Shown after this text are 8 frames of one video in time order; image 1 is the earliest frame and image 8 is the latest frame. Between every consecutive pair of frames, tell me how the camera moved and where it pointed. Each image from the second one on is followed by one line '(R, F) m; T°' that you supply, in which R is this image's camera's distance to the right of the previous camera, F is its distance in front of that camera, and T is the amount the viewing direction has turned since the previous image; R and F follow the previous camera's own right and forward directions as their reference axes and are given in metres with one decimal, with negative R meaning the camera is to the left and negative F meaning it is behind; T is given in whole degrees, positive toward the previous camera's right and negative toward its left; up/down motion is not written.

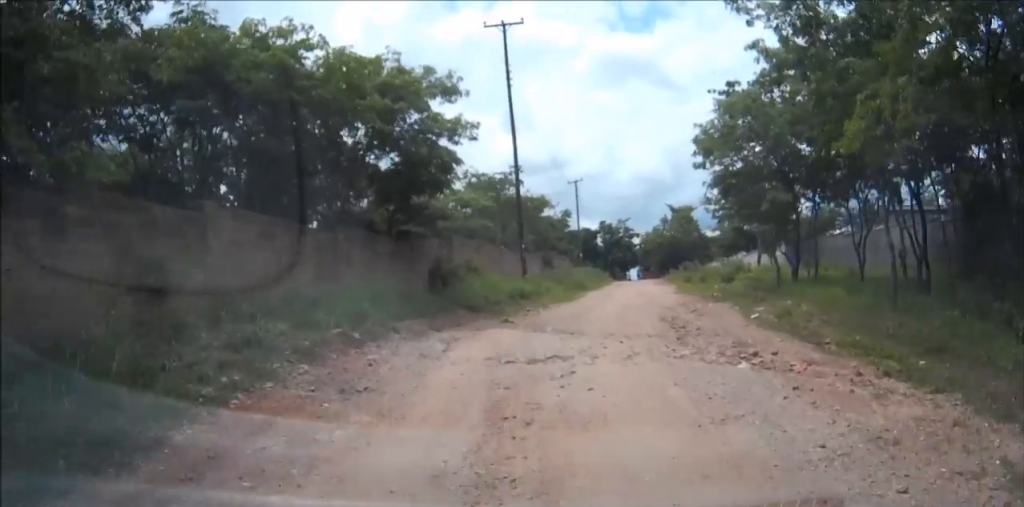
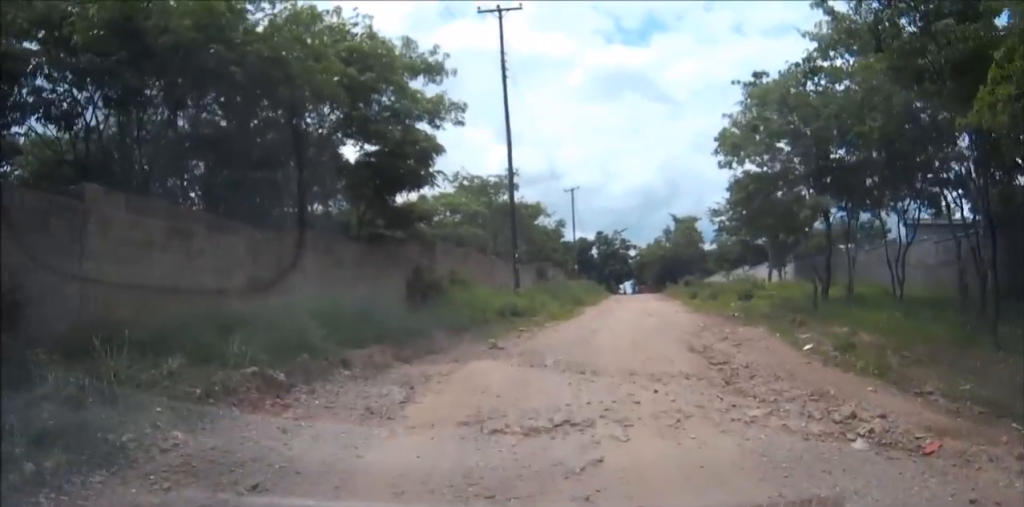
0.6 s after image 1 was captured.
(0.0, +3.0) m; -1°
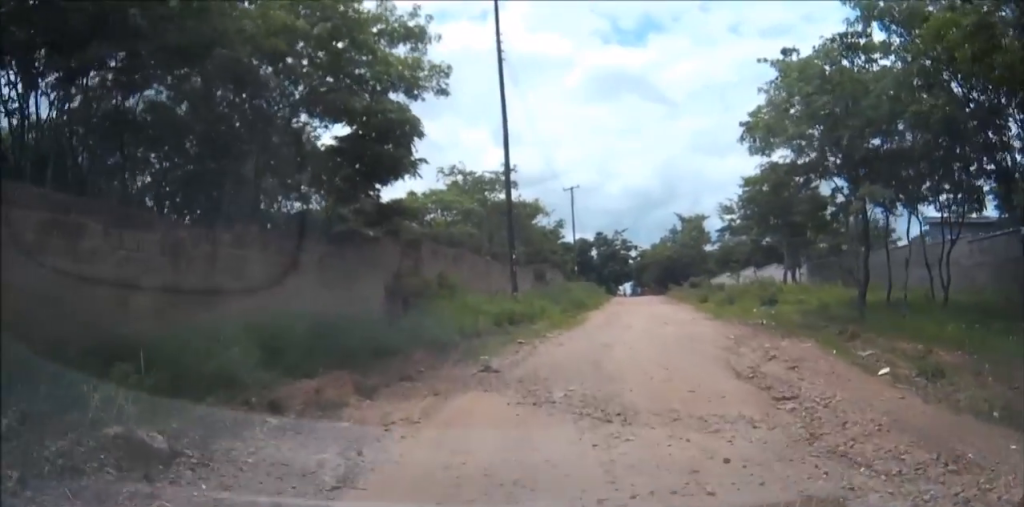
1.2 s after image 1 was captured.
(0.0, +2.7) m; -1°
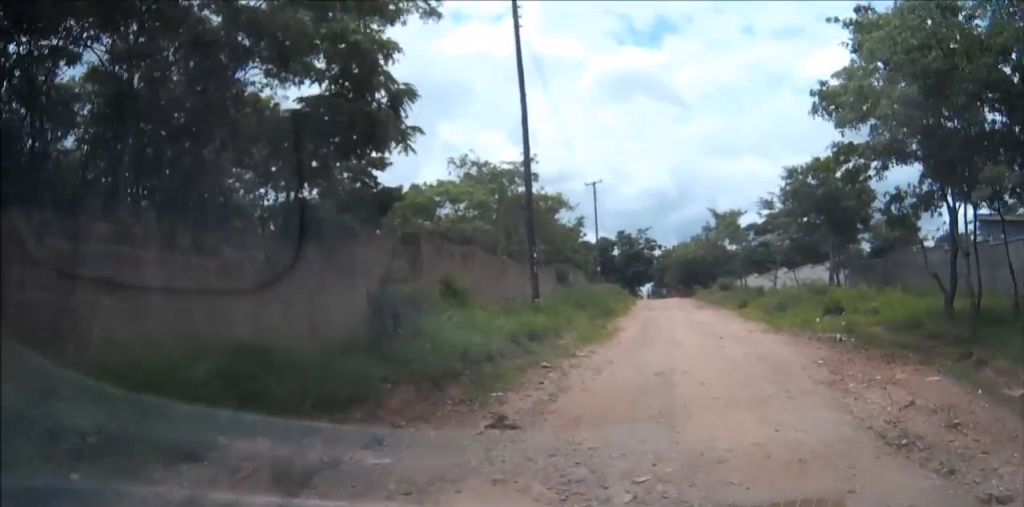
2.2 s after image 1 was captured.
(-0.1, +3.6) m; 0°
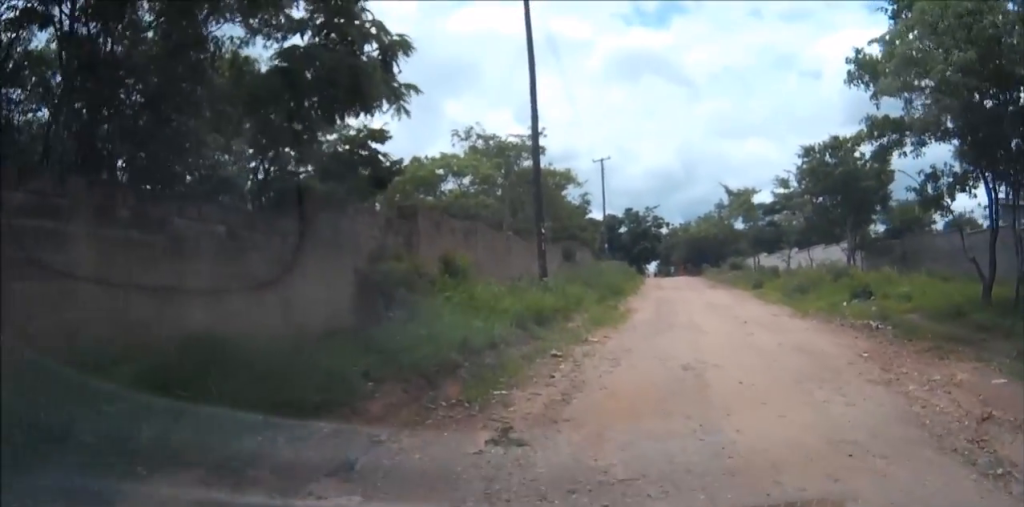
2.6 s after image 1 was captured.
(0.0, +1.4) m; +2°
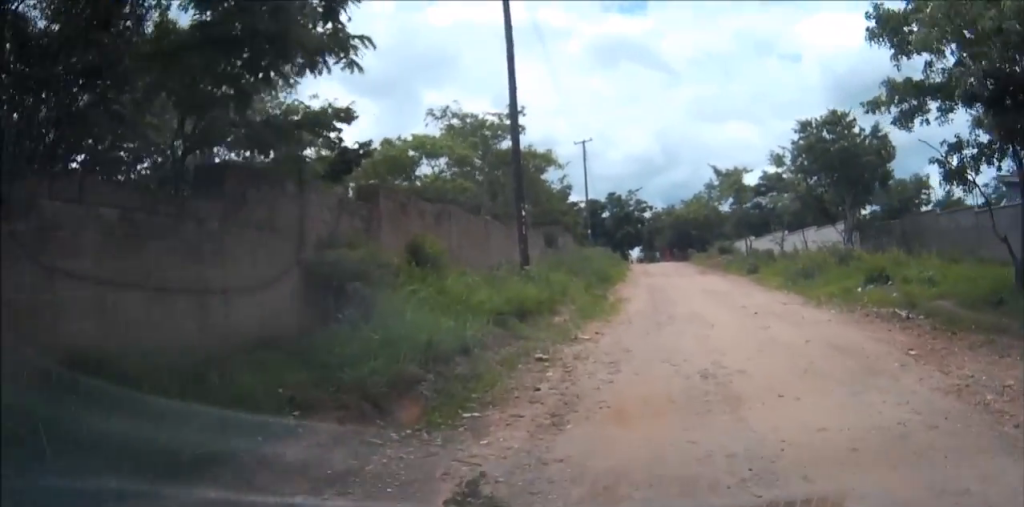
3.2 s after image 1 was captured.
(0.0, +1.9) m; +3°
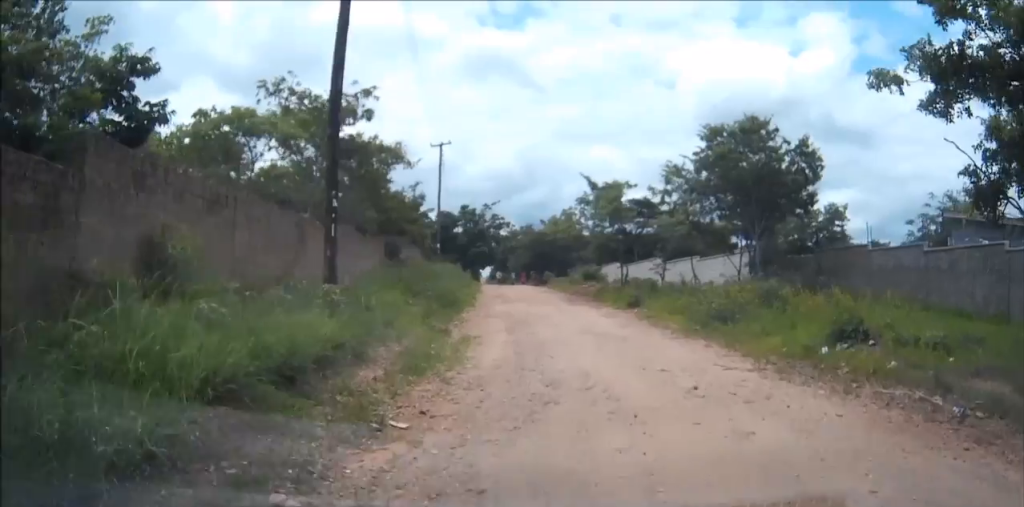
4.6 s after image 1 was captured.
(+0.5, +5.2) m; +10°
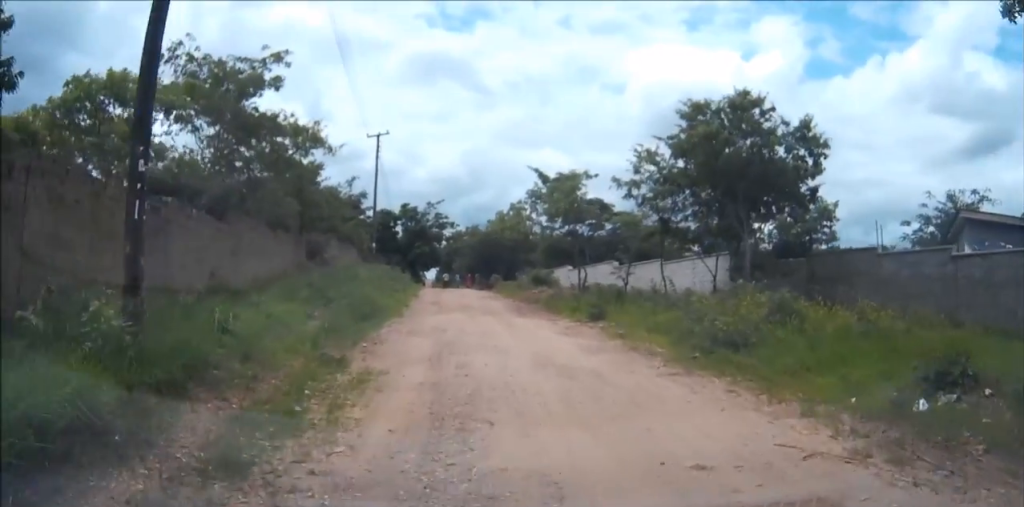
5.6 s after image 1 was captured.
(+0.2, +4.5) m; +2°
